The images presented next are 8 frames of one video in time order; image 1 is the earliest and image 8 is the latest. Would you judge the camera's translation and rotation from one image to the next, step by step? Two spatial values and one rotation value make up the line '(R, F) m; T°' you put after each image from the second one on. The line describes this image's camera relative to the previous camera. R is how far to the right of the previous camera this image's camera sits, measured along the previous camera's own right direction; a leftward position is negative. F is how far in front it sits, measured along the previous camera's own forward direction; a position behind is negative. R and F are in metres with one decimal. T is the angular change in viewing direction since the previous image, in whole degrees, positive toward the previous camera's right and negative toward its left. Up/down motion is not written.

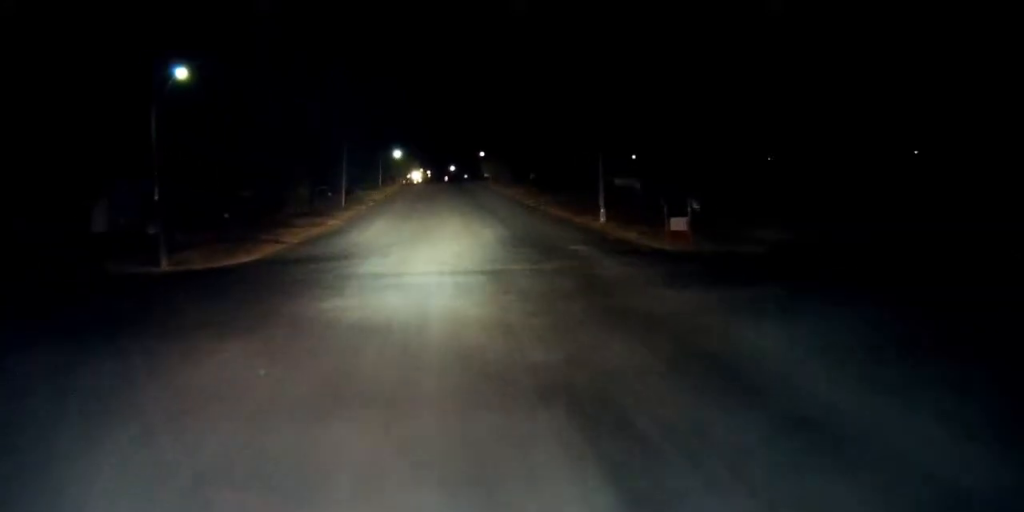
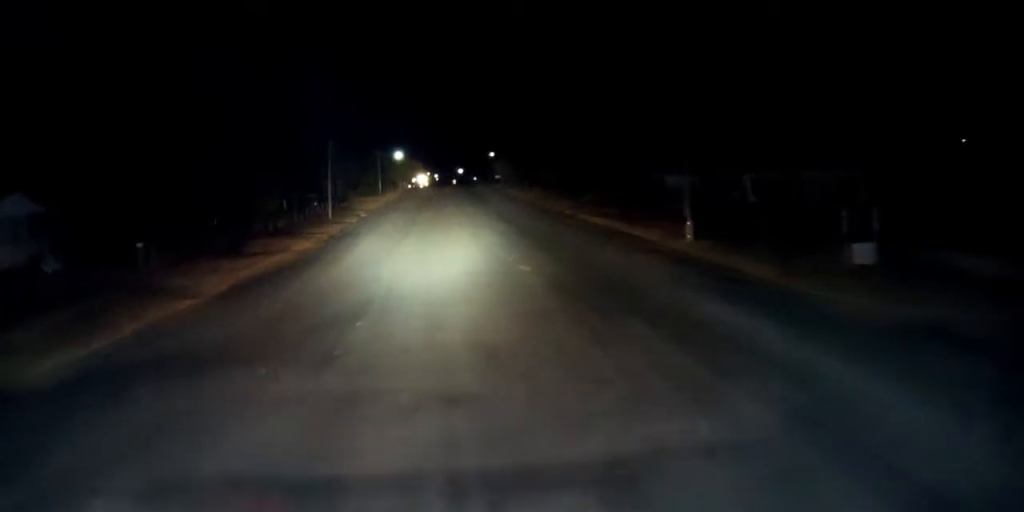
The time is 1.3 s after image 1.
(-0.1, +16.6) m; -1°
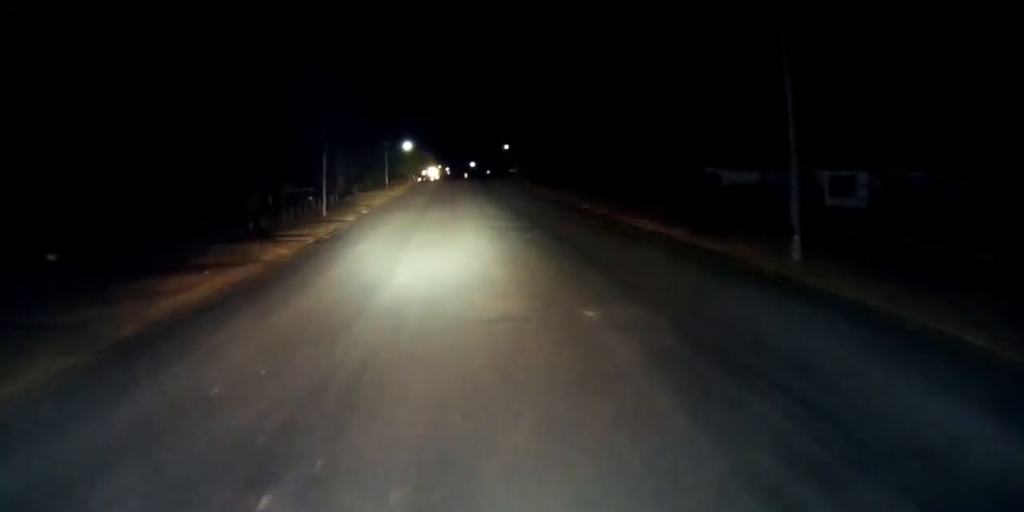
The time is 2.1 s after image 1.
(-0.1, +9.7) m; 0°
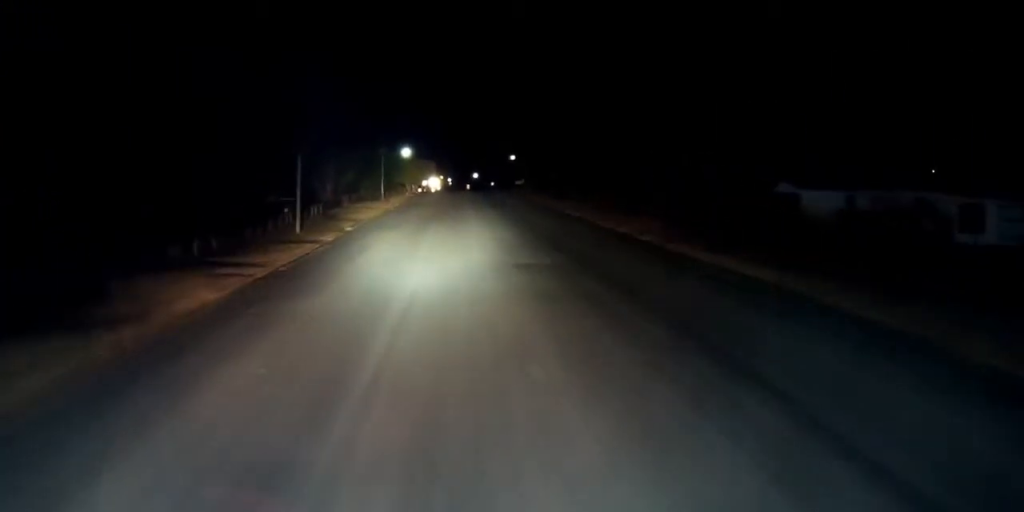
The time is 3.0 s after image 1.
(0.0, +12.3) m; 0°
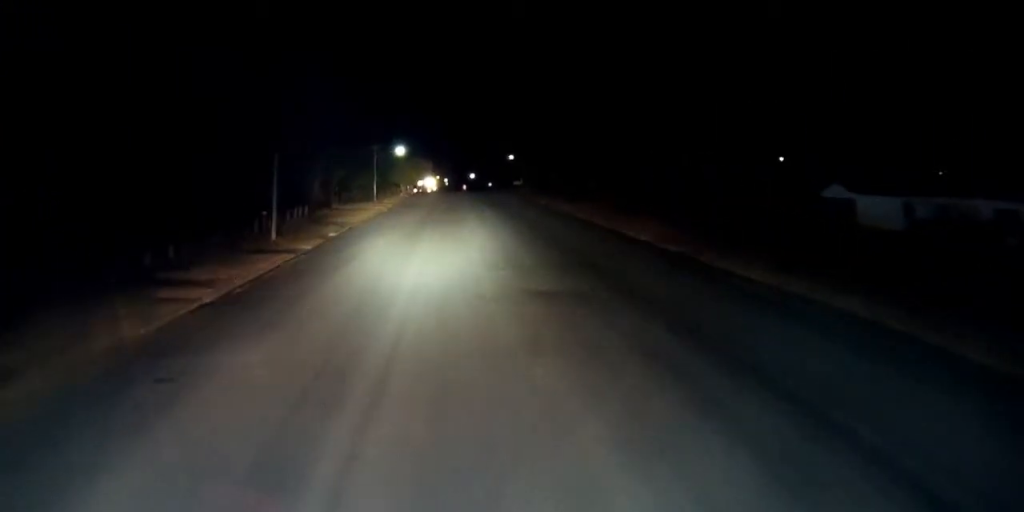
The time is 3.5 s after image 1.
(0.0, +6.4) m; 0°
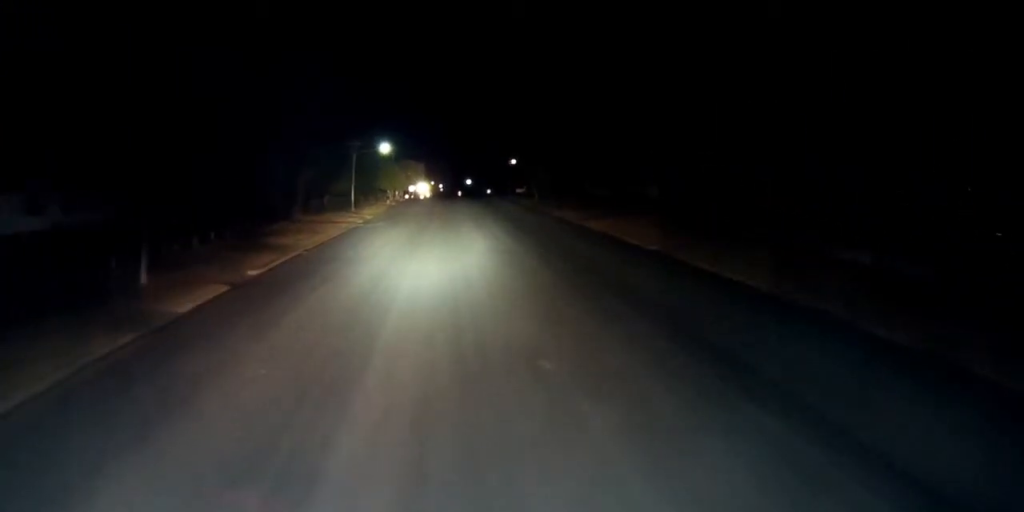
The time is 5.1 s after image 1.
(-0.1, +19.5) m; 0°
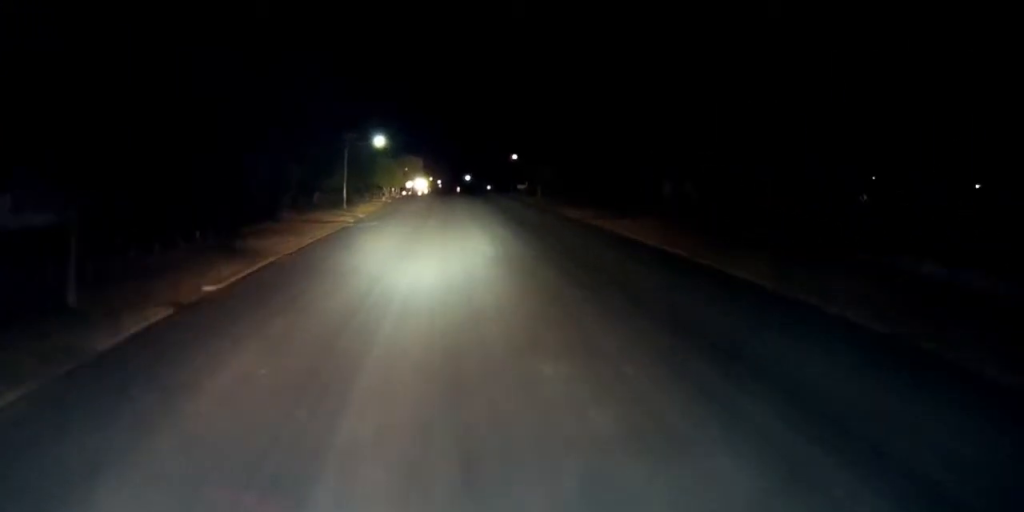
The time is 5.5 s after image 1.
(-0.1, +5.5) m; 0°
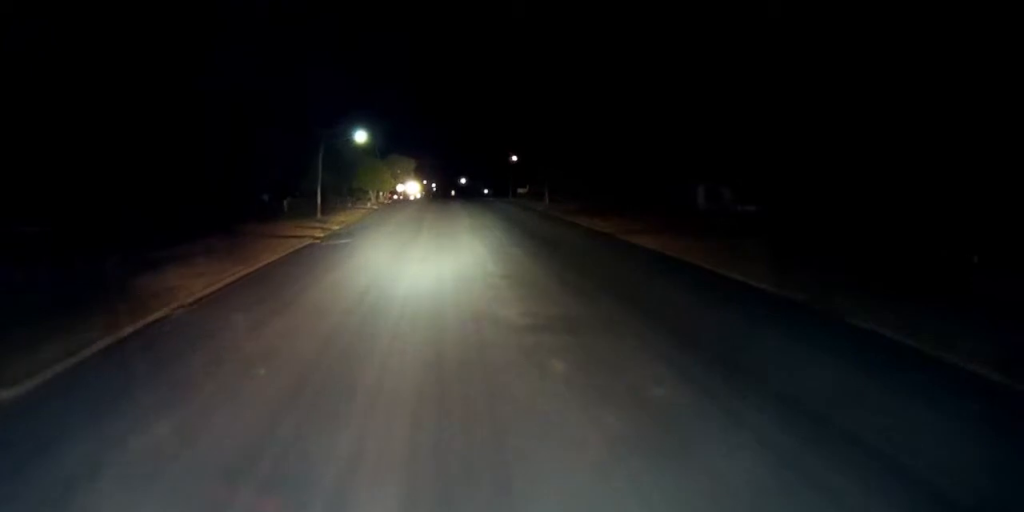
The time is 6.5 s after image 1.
(+0.2, +12.7) m; +1°
